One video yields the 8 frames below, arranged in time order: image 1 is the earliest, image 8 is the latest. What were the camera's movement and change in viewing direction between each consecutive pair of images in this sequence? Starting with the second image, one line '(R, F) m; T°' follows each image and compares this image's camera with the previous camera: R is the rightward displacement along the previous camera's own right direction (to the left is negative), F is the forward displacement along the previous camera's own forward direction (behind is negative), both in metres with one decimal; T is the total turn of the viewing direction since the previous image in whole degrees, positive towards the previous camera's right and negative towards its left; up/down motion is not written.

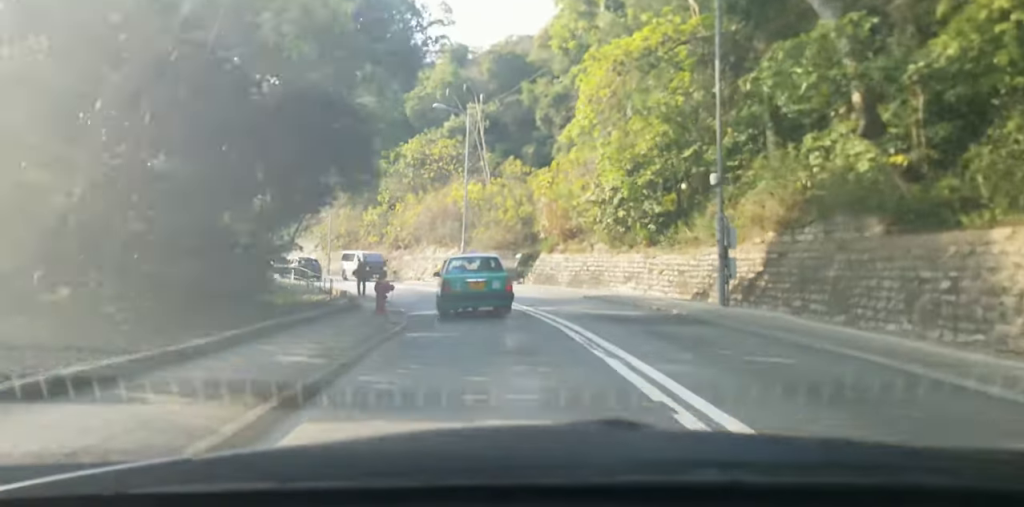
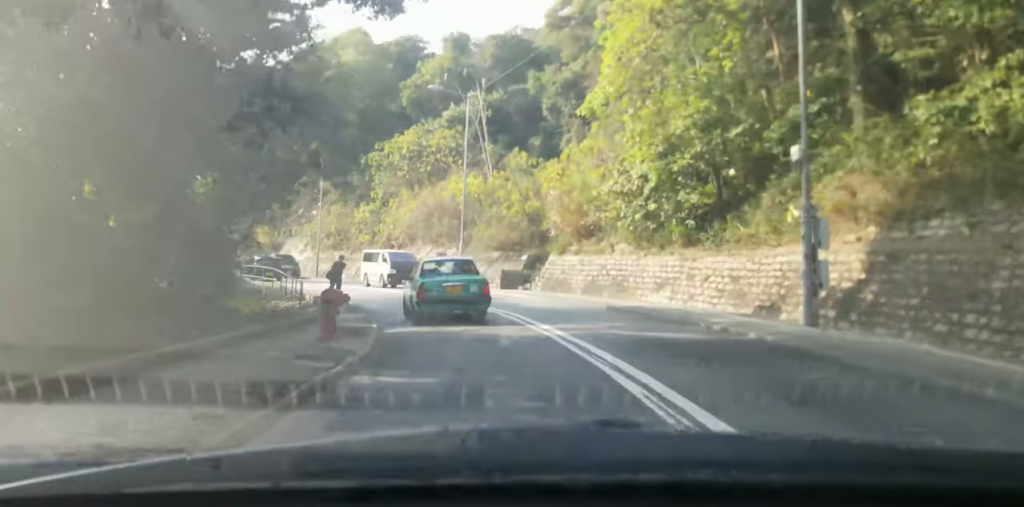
(+0.1, +5.7) m; -2°
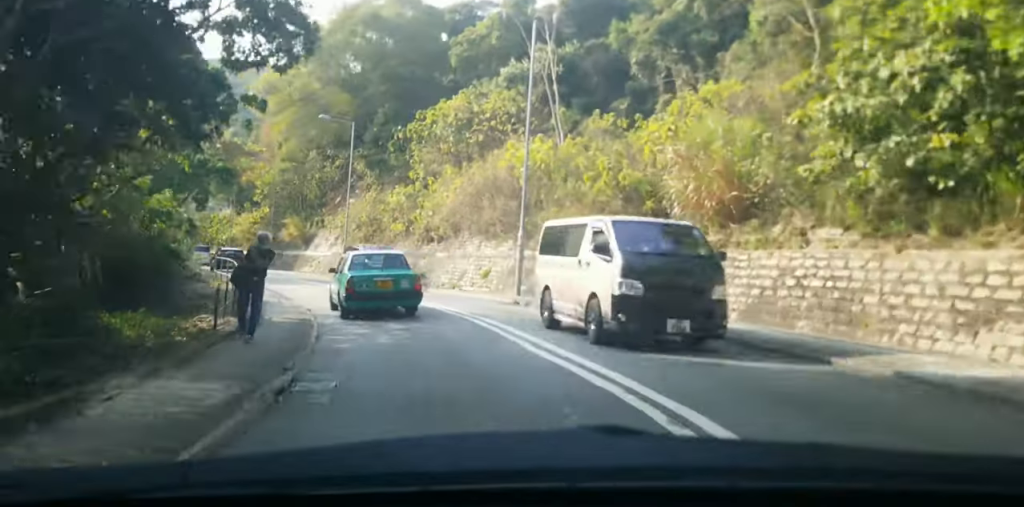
(-0.9, +13.1) m; -6°
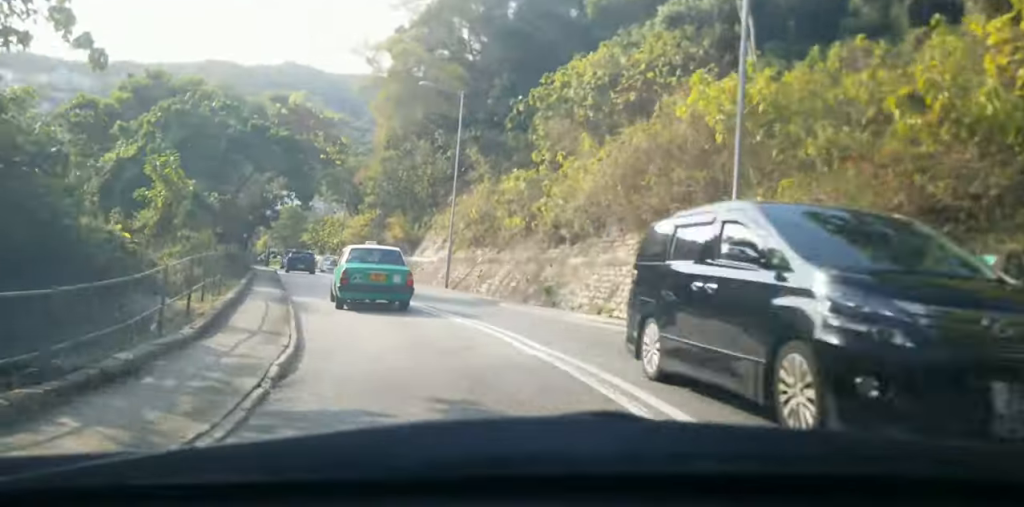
(-0.9, +12.7) m; -10°
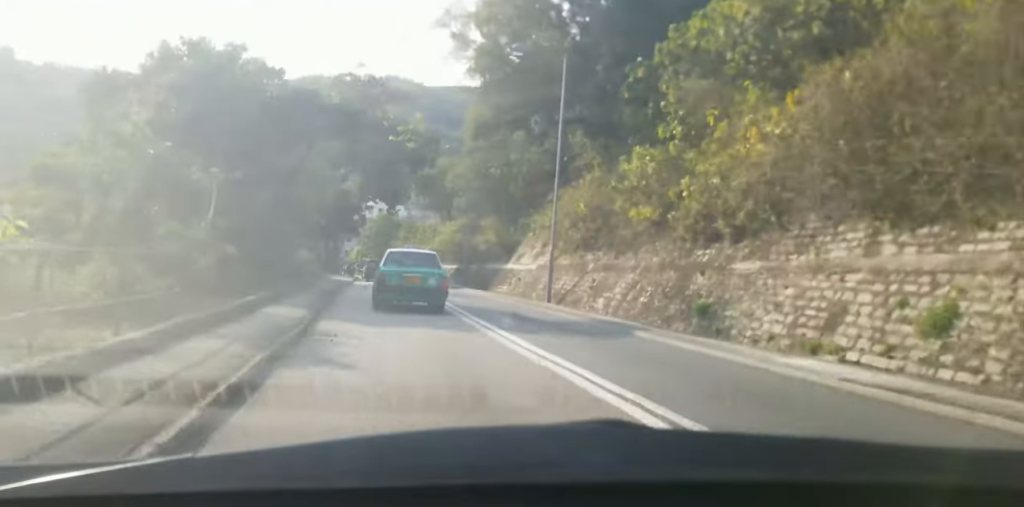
(-0.7, +8.2) m; -5°
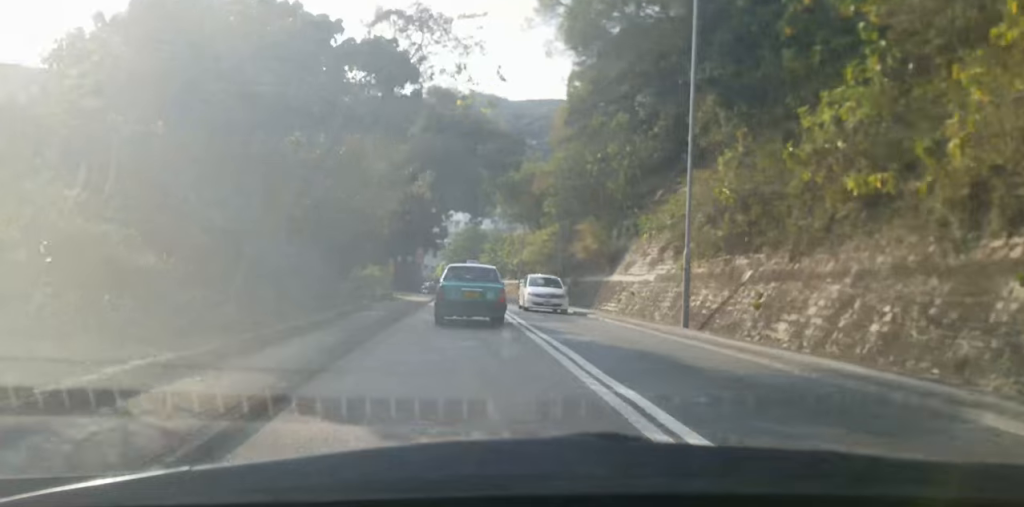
(0.0, +8.3) m; 0°
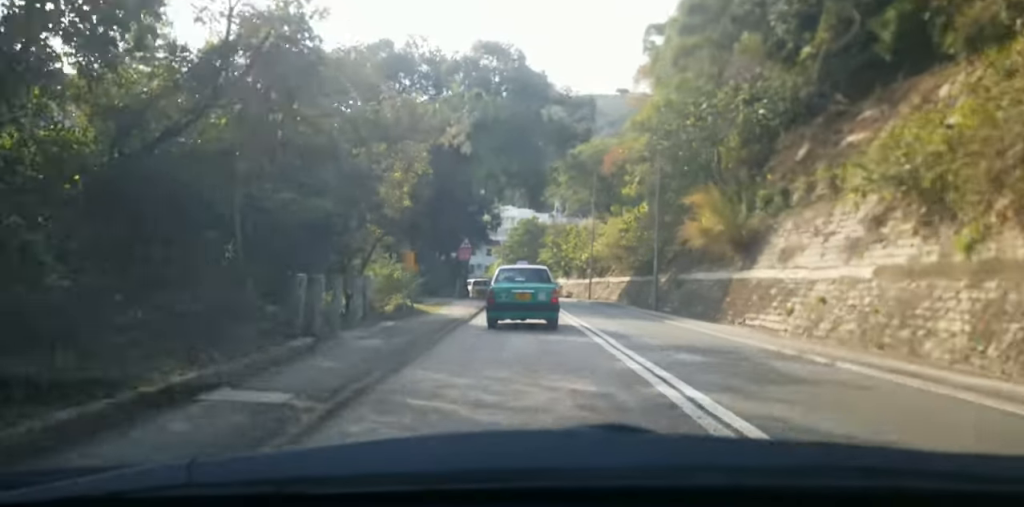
(0.0, +13.3) m; 0°
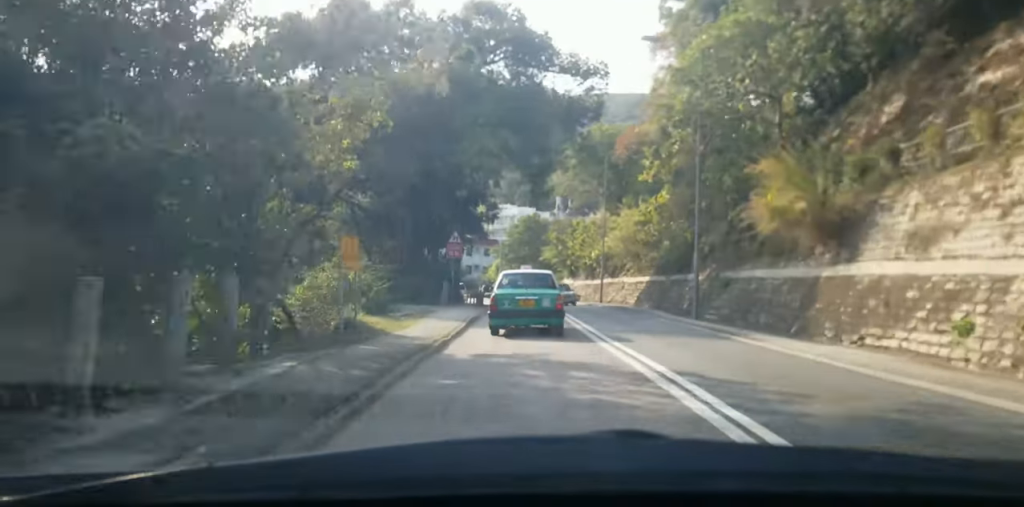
(0.0, +7.5) m; -1°
